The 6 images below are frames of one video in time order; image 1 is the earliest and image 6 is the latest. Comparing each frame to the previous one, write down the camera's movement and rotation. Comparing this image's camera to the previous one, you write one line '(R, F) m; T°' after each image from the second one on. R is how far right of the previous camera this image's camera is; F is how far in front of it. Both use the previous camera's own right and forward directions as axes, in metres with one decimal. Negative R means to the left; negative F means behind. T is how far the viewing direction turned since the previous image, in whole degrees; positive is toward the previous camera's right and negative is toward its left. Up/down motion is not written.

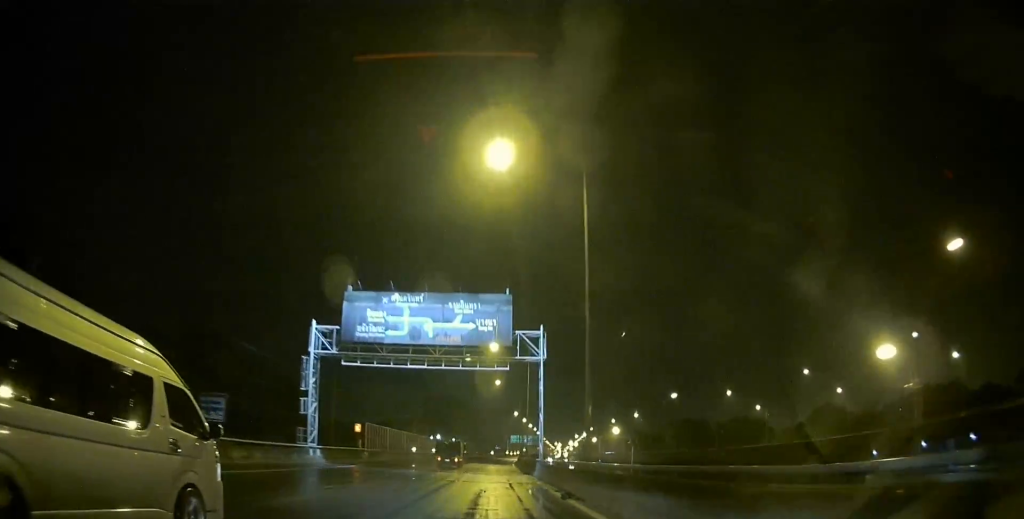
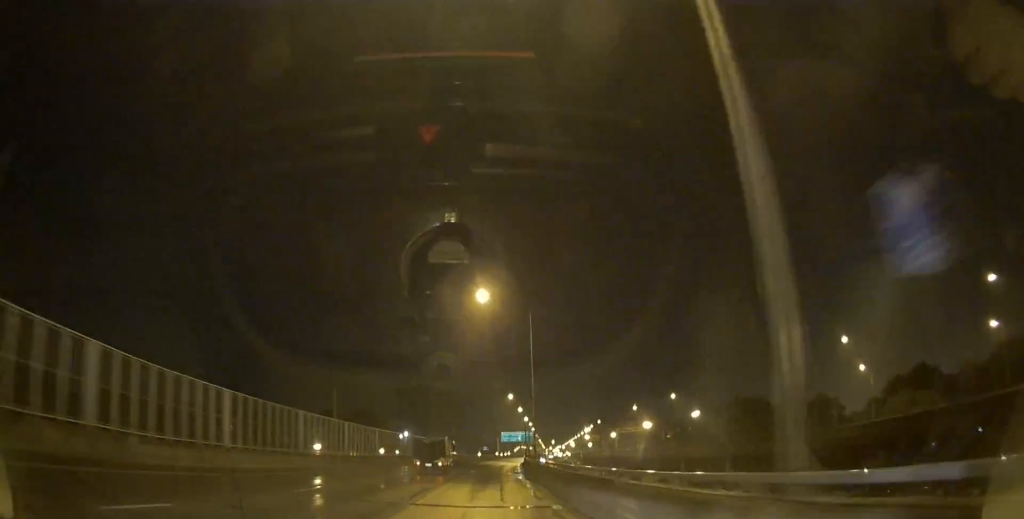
(+0.5, +46.0) m; +1°
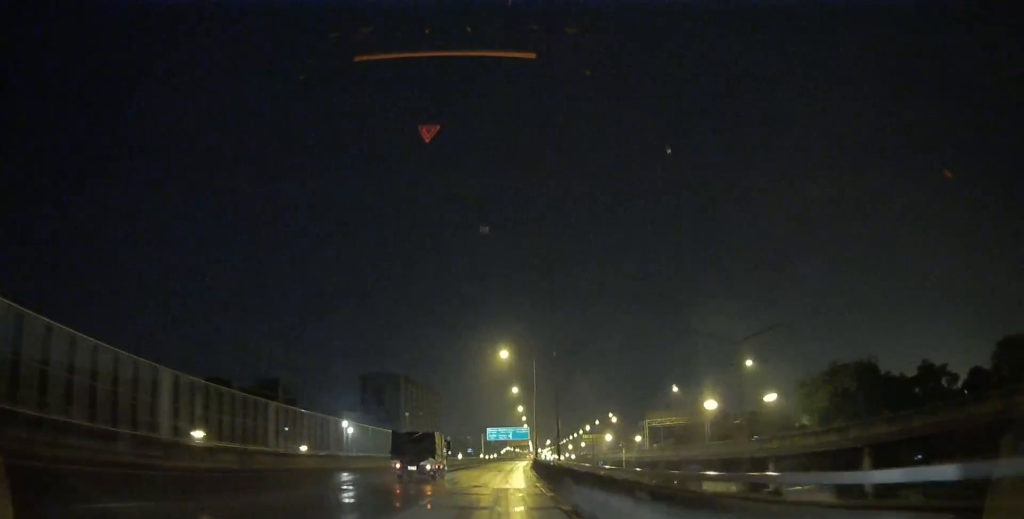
(+0.4, +46.0) m; +2°
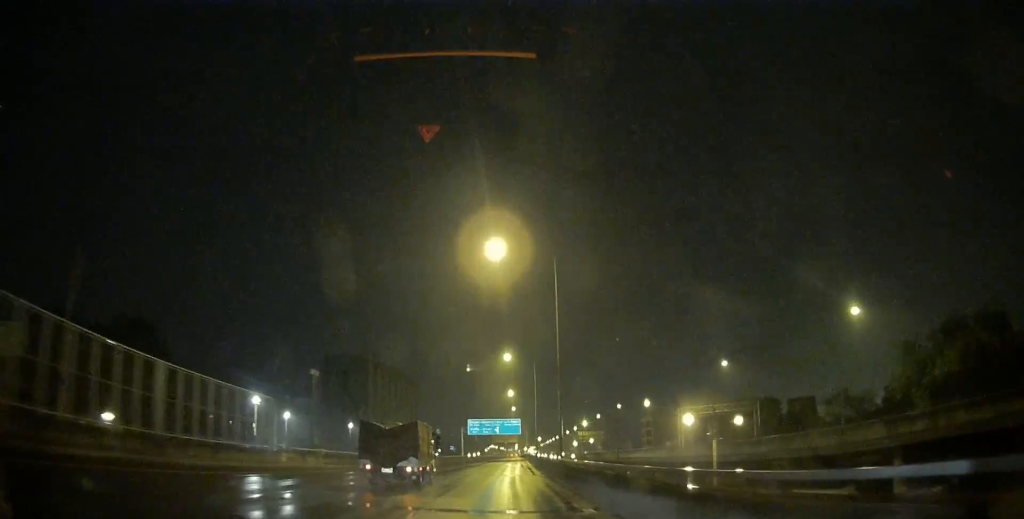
(+0.5, +30.0) m; +2°
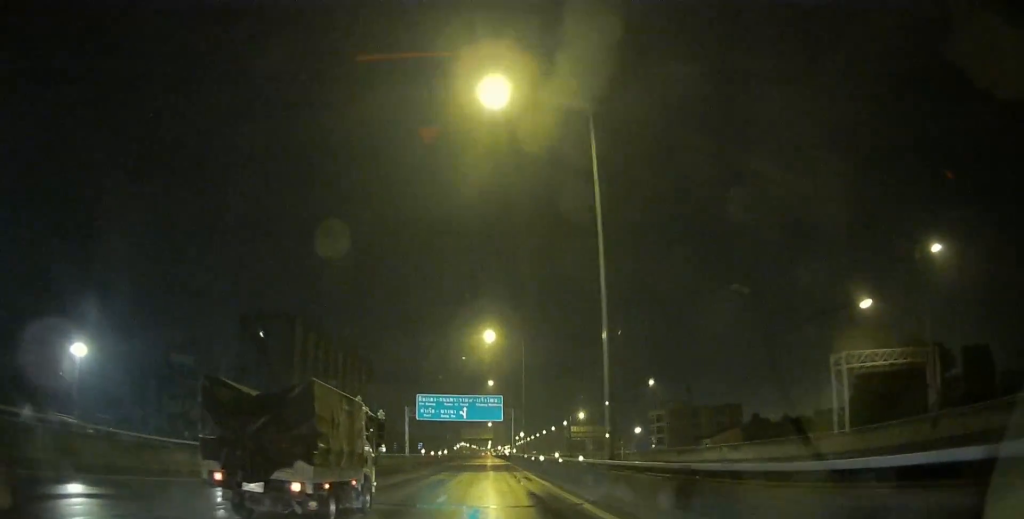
(+1.0, +48.7) m; +2°
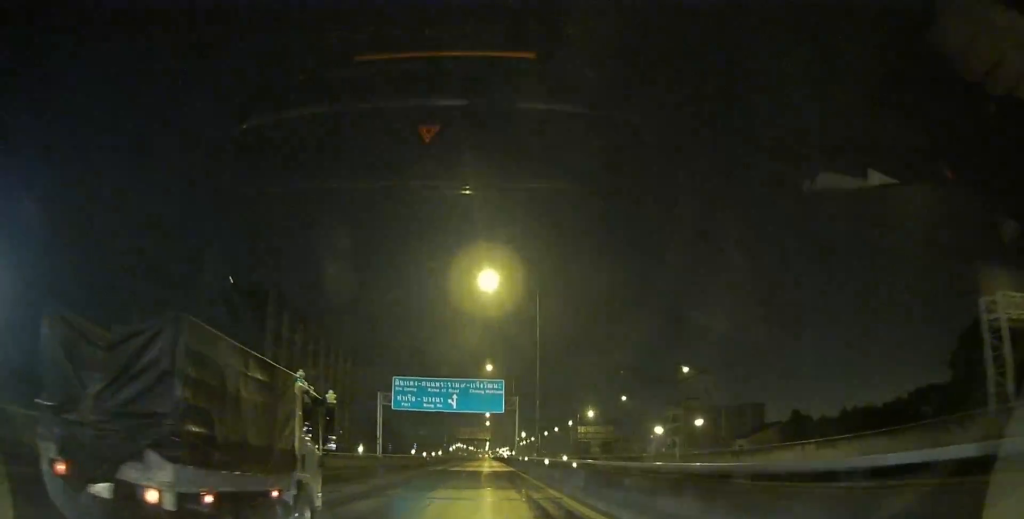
(+0.1, +17.4) m; 0°
